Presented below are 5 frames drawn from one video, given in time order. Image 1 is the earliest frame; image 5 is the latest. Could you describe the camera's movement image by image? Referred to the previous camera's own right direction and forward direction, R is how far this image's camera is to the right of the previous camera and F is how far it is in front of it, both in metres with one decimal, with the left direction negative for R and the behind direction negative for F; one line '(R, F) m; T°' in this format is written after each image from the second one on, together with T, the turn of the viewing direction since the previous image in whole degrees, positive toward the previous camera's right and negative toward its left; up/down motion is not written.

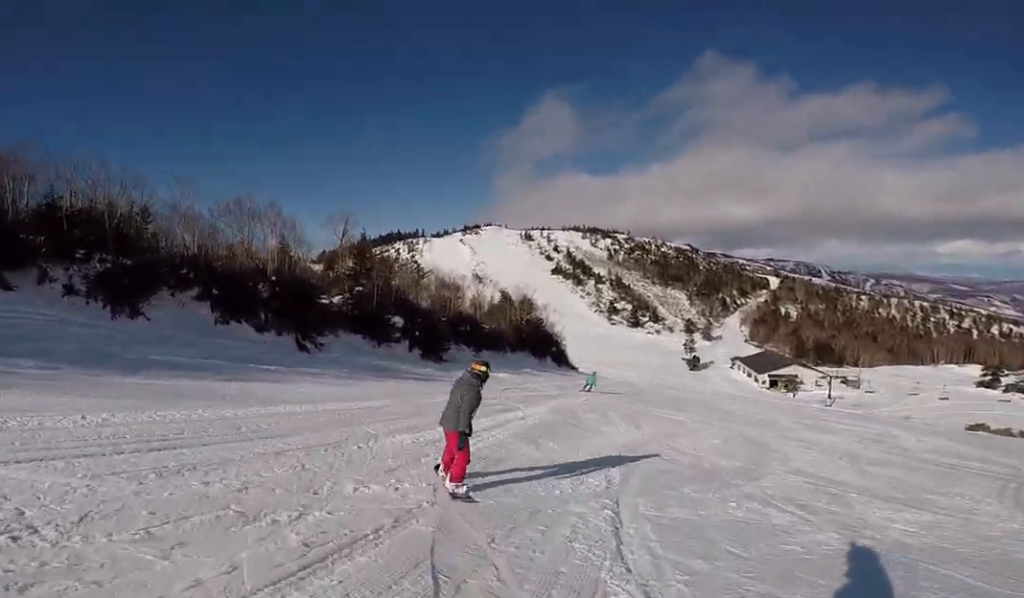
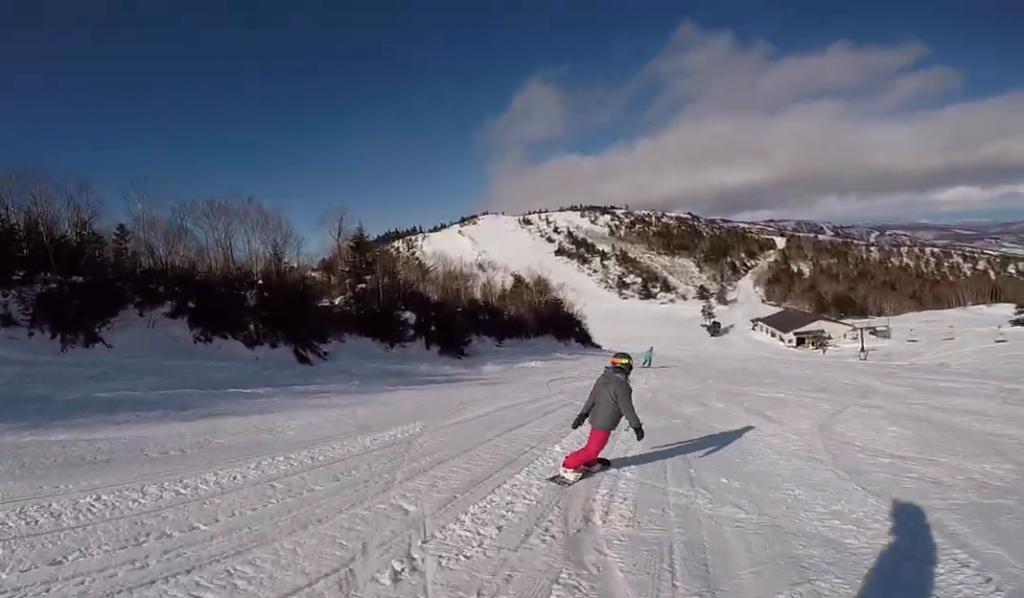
(-0.8, +3.5) m; +4°
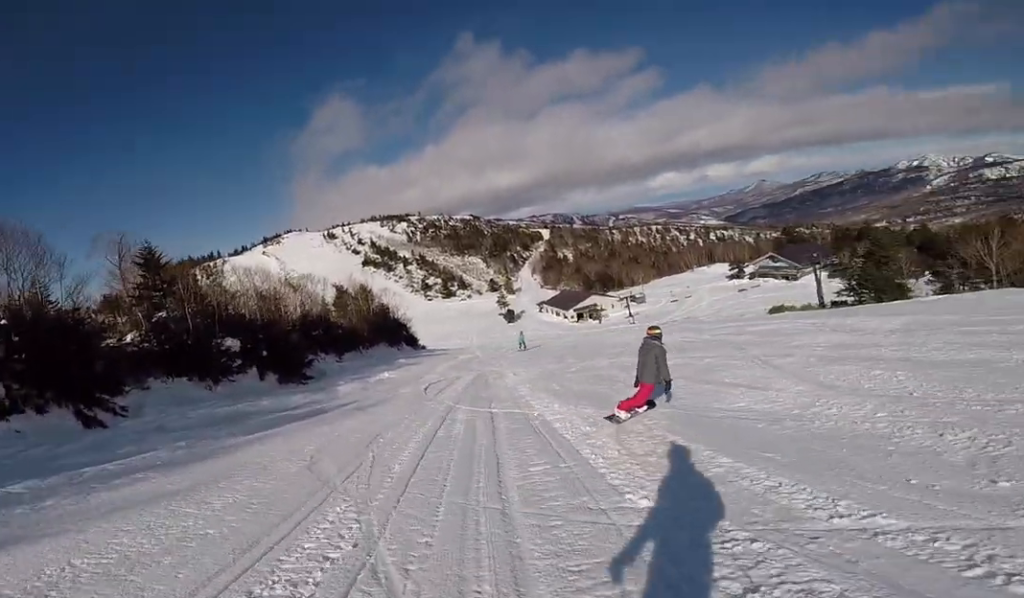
(+0.1, +3.6) m; +21°
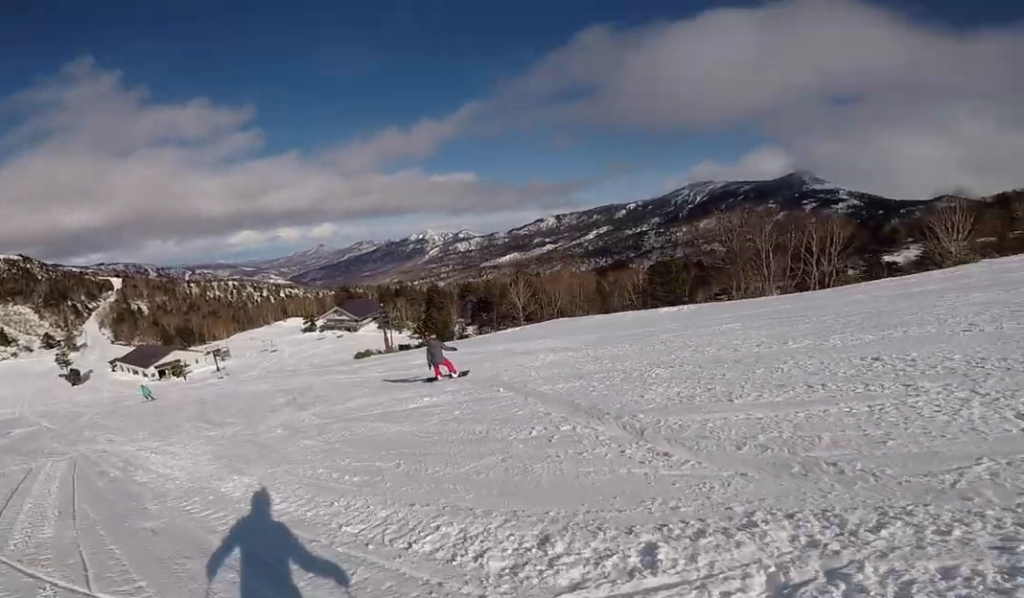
(+4.3, +7.8) m; +38°
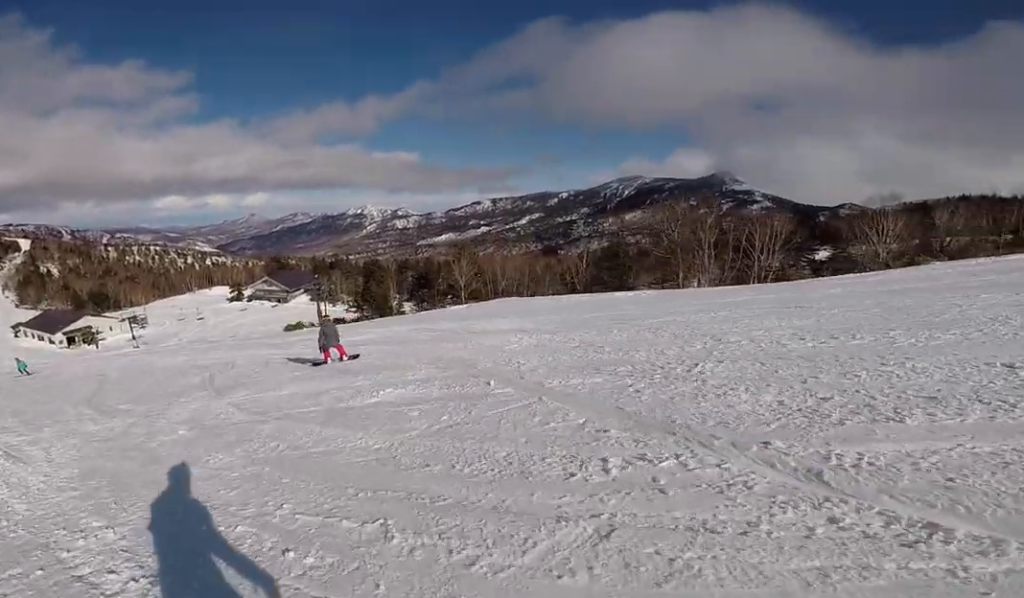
(+0.1, +2.6) m; +1°
